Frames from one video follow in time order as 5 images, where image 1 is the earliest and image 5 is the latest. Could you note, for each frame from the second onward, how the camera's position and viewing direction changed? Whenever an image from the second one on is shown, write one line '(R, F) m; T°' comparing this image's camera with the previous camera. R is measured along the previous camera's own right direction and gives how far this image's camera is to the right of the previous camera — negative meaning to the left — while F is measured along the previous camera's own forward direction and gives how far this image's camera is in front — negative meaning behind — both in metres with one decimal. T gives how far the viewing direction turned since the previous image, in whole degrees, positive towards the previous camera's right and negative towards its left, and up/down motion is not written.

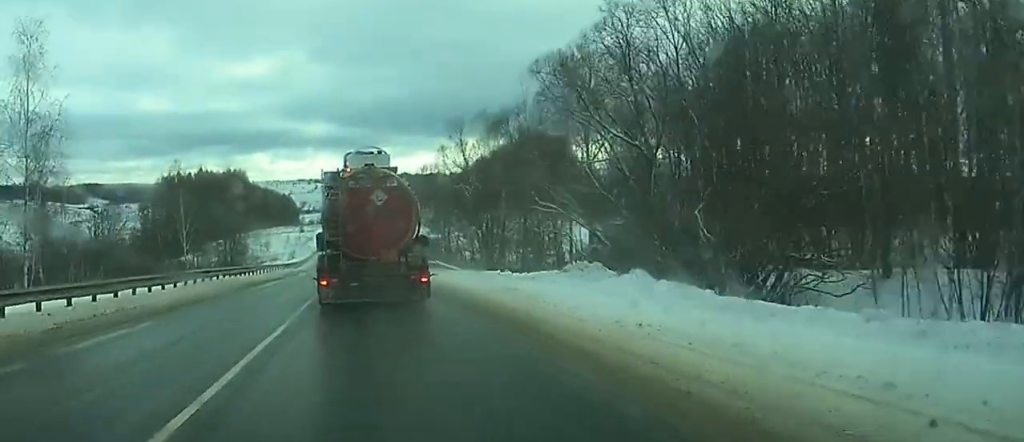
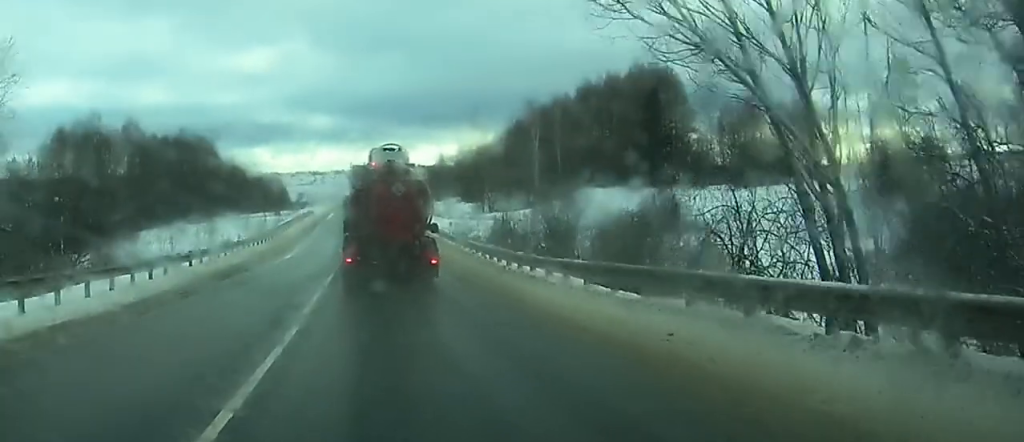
(+0.2, +80.0) m; 0°
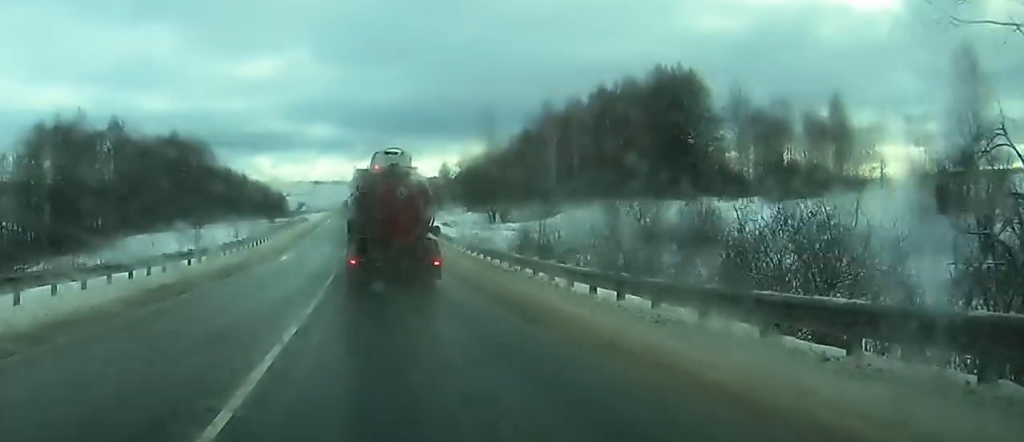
(0.0, +10.6) m; 0°
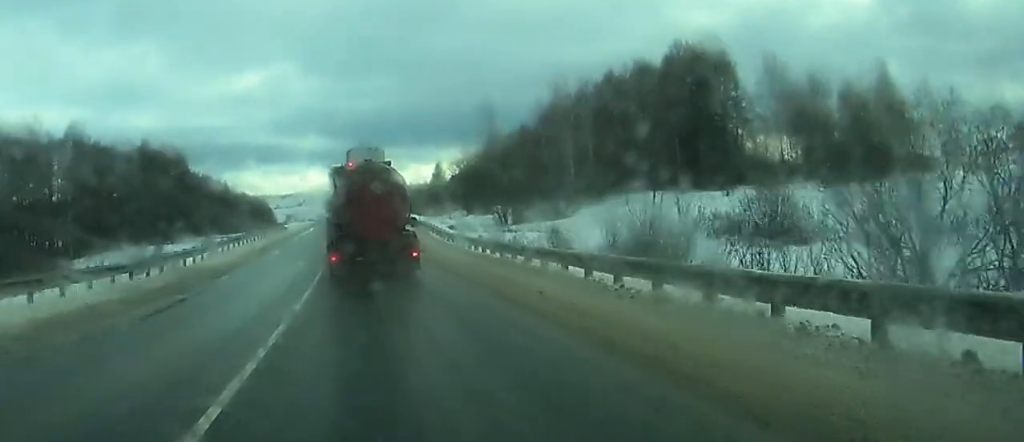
(+0.1, +16.8) m; 0°
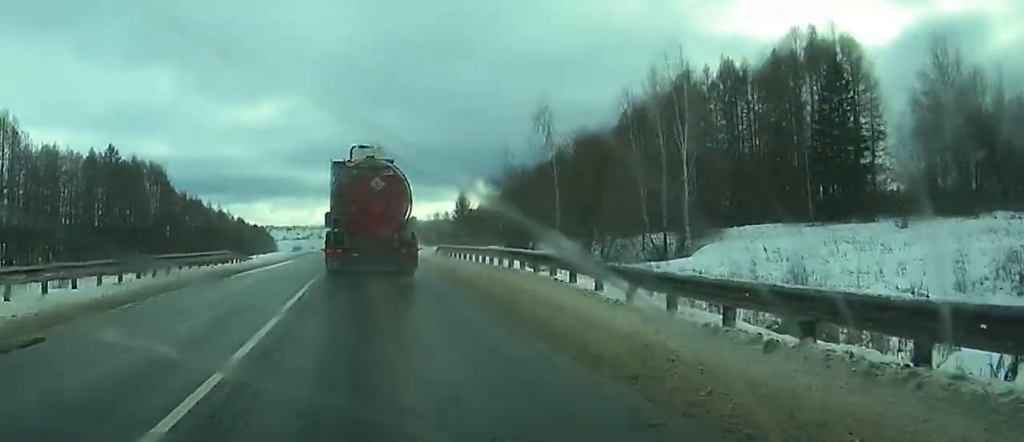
(-0.1, +32.6) m; 0°
